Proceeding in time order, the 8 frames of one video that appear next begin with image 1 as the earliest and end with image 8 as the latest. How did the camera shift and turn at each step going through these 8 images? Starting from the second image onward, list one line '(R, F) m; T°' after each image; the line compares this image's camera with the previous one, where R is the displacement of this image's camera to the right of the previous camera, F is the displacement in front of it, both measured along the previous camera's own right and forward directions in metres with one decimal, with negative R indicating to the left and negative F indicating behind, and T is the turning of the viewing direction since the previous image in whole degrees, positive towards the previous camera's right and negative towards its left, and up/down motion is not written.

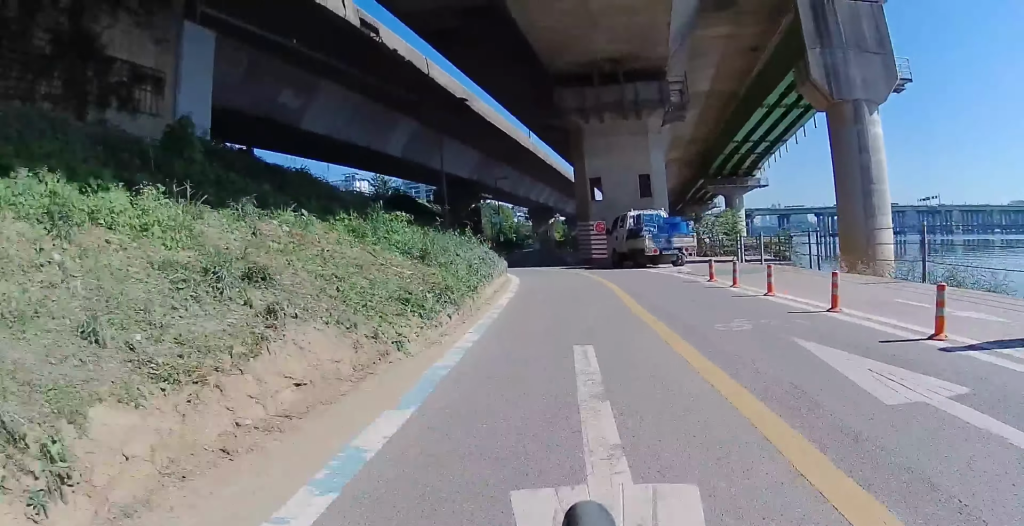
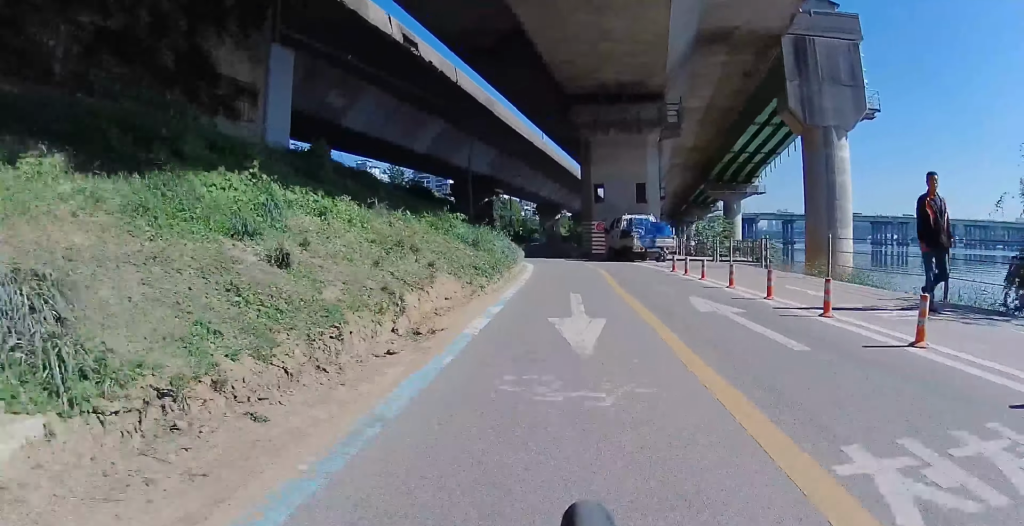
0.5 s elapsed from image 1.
(+0.1, +4.5) m; 0°
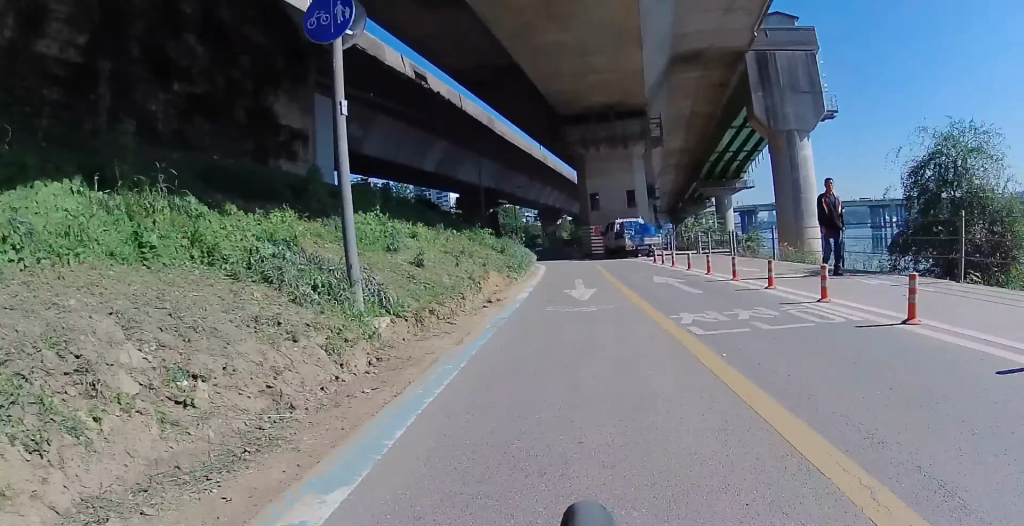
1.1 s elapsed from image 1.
(-0.2, +4.5) m; 0°
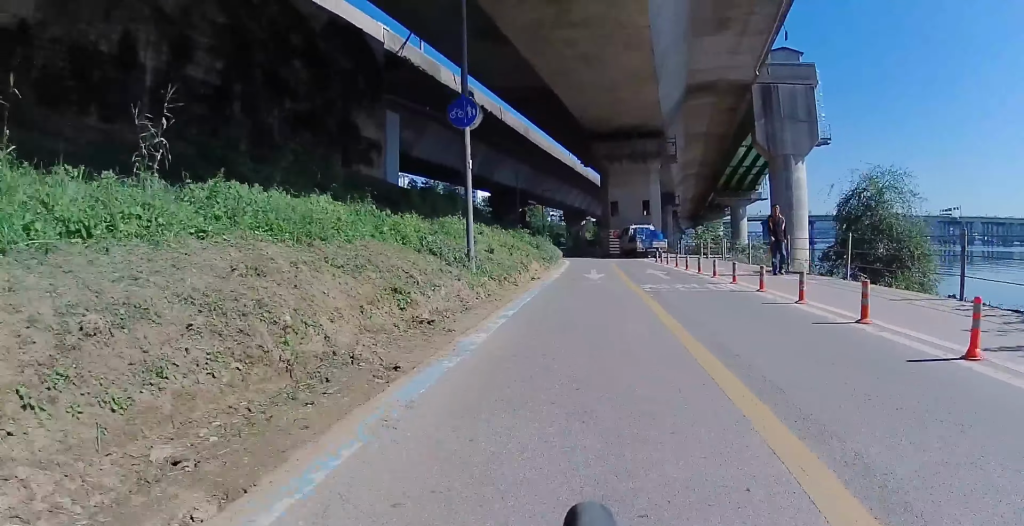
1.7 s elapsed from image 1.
(0.0, +5.4) m; 0°
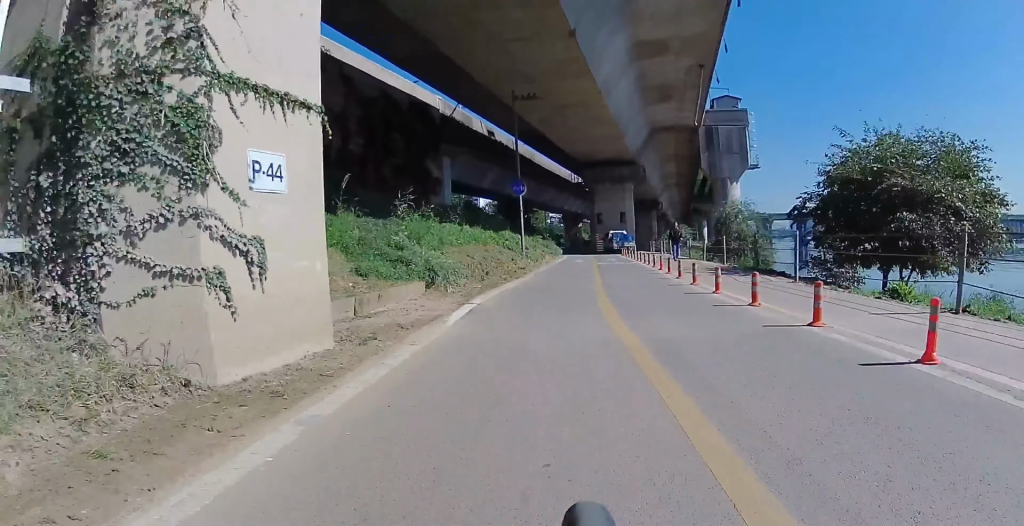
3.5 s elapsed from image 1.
(+0.1, +15.2) m; 0°
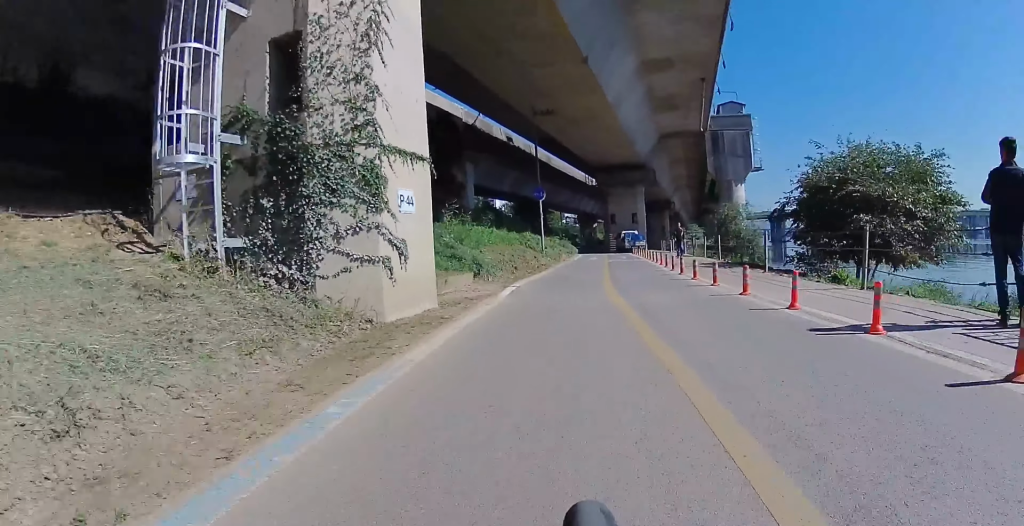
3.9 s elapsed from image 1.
(0.0, +3.5) m; 0°
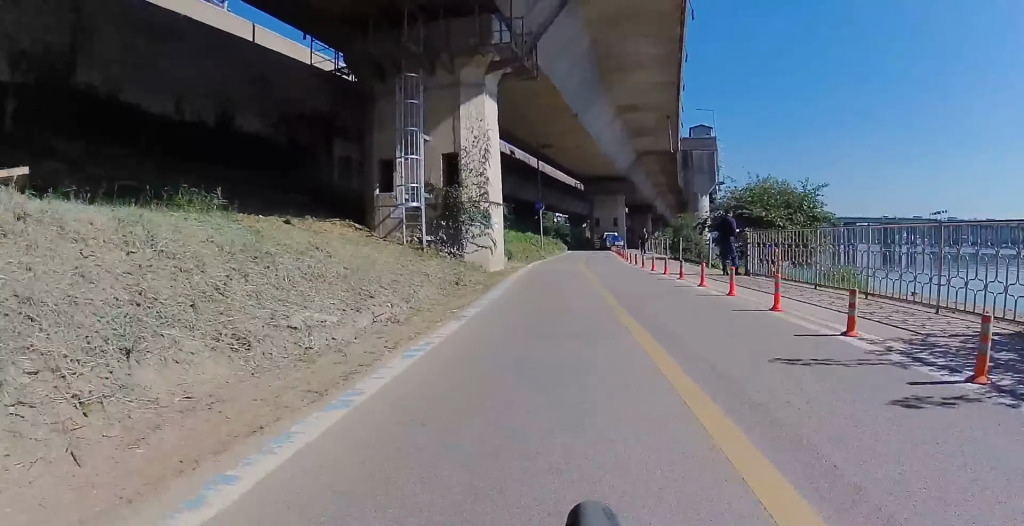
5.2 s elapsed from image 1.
(+0.1, +11.2) m; 0°
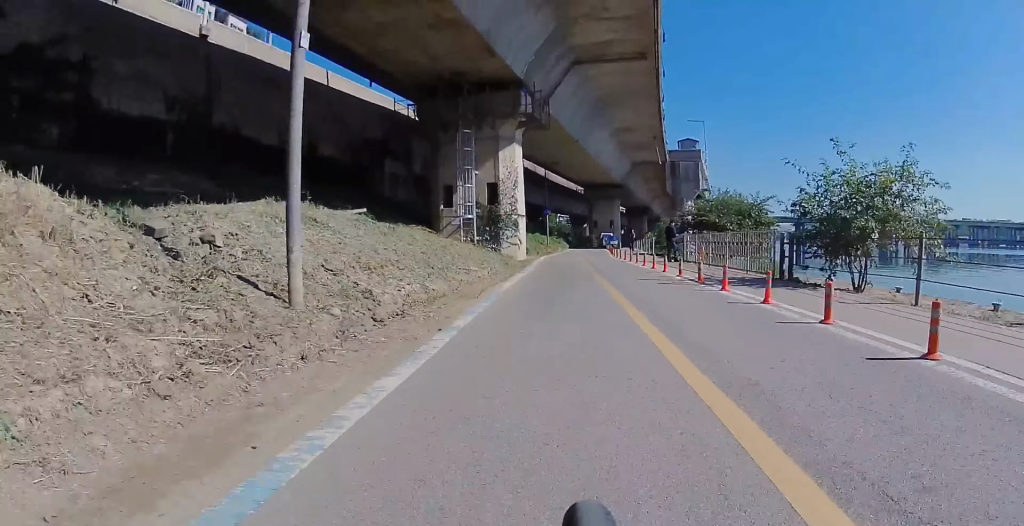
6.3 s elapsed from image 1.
(-0.2, +9.2) m; 0°
